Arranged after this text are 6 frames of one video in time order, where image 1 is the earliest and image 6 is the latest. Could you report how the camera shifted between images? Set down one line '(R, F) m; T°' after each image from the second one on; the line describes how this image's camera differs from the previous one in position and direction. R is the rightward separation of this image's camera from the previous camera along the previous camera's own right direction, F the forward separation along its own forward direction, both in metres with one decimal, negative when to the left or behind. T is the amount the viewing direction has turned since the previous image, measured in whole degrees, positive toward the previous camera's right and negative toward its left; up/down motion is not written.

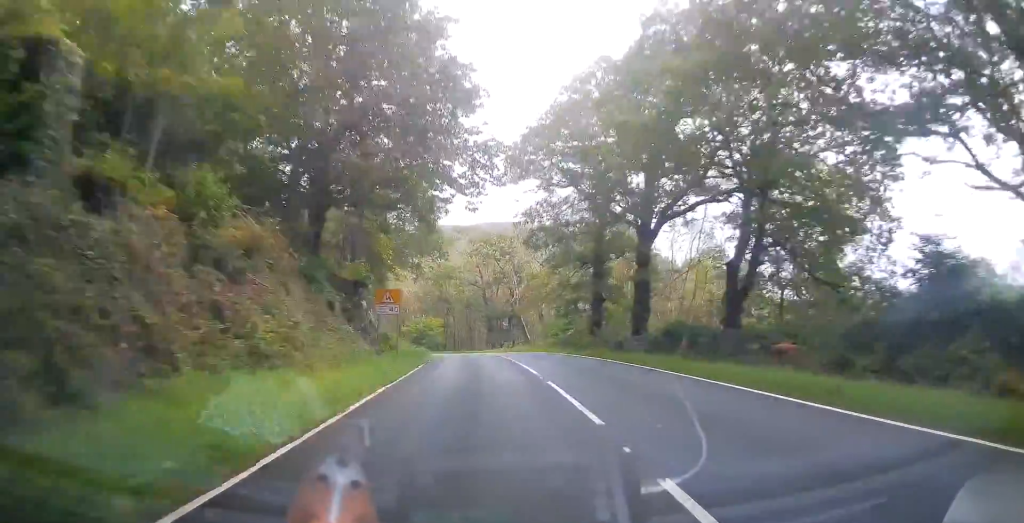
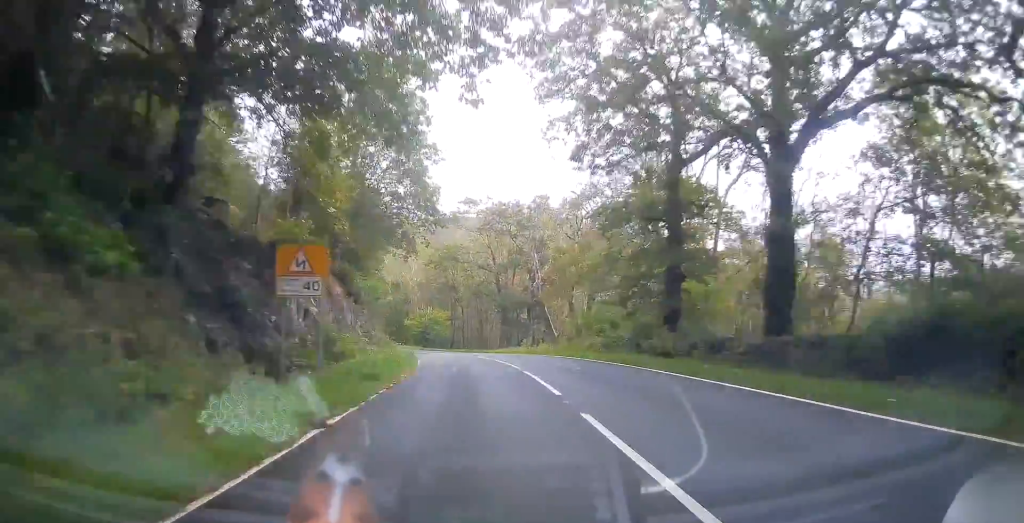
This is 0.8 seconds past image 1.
(-0.3, +13.4) m; -1°
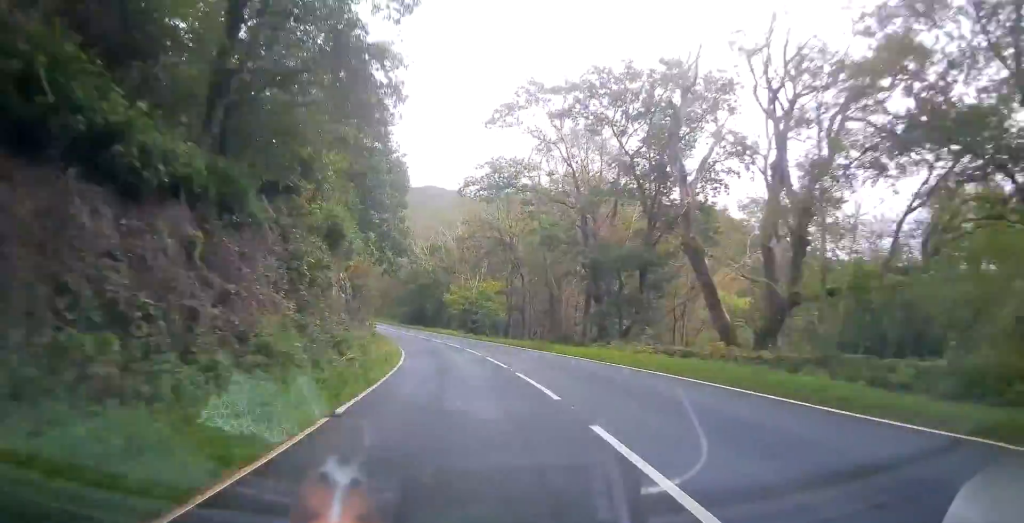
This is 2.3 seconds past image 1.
(-0.7, +26.8) m; -4°
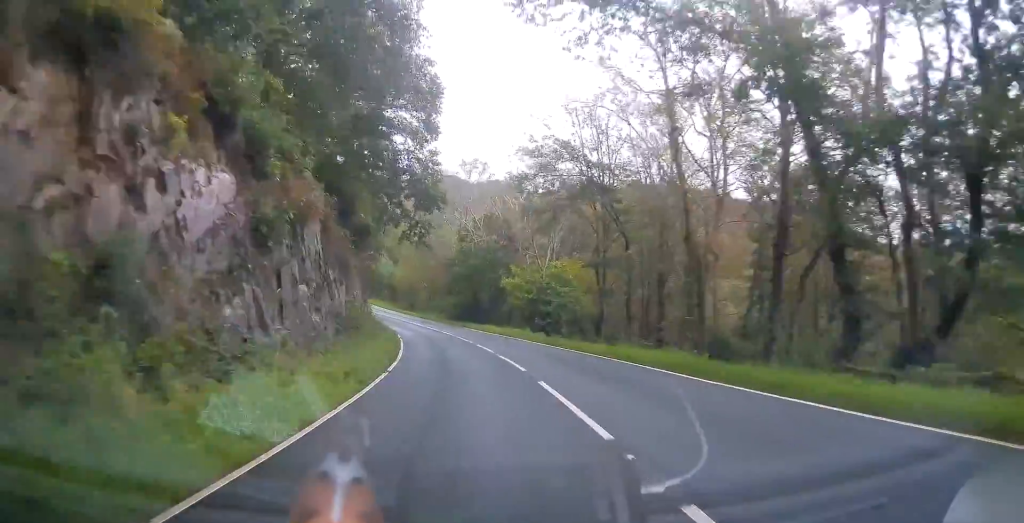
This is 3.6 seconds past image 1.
(-0.9, +21.4) m; -6°
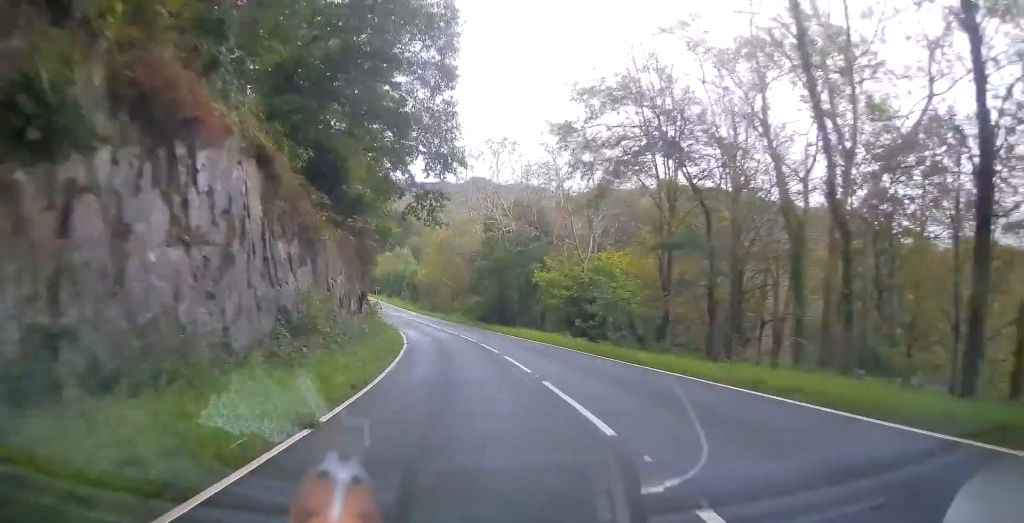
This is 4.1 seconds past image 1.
(0.0, +8.9) m; -3°
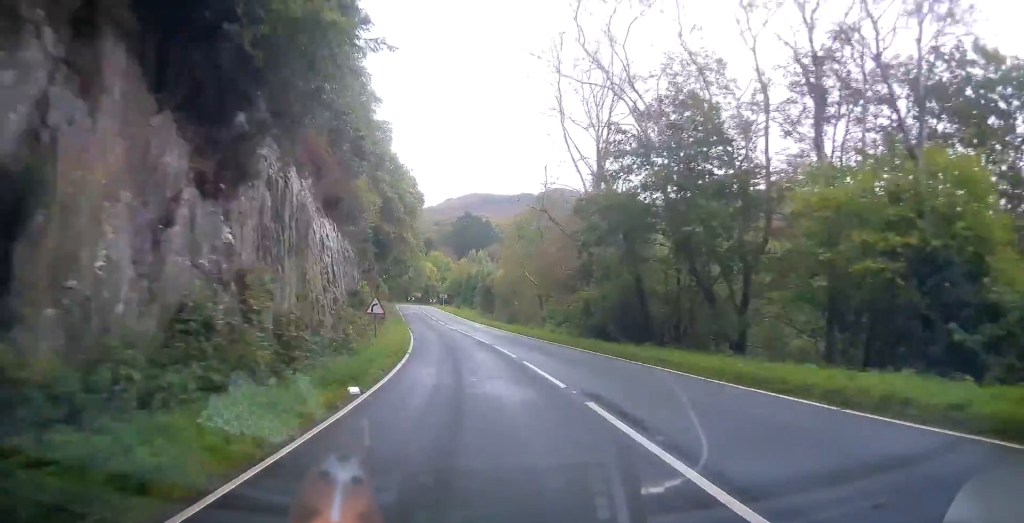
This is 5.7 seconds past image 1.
(-2.7, +30.3) m; -9°
